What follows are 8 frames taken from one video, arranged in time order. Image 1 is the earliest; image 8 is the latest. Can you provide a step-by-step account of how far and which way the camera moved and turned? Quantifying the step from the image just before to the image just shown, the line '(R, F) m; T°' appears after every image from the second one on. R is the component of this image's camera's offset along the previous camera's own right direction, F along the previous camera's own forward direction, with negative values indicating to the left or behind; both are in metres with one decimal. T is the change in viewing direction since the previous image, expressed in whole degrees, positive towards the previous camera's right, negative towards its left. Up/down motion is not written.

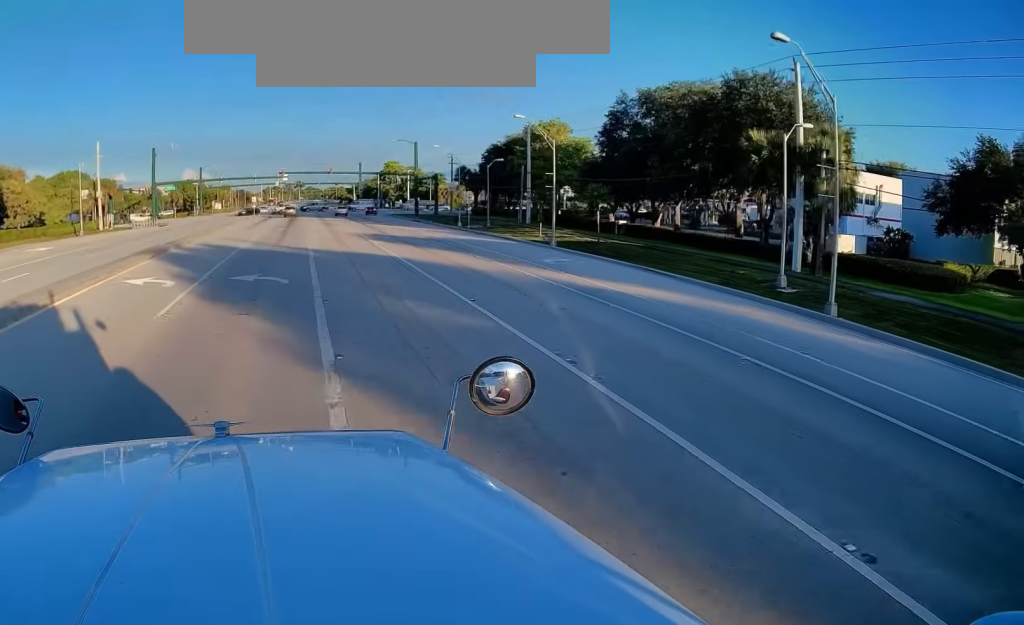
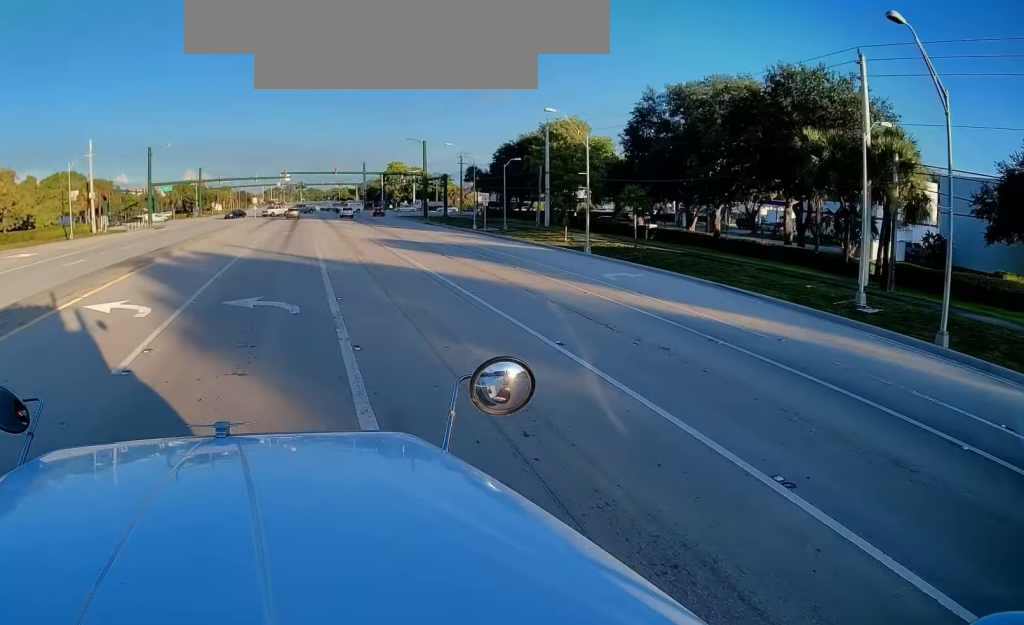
(0.0, +5.3) m; 0°
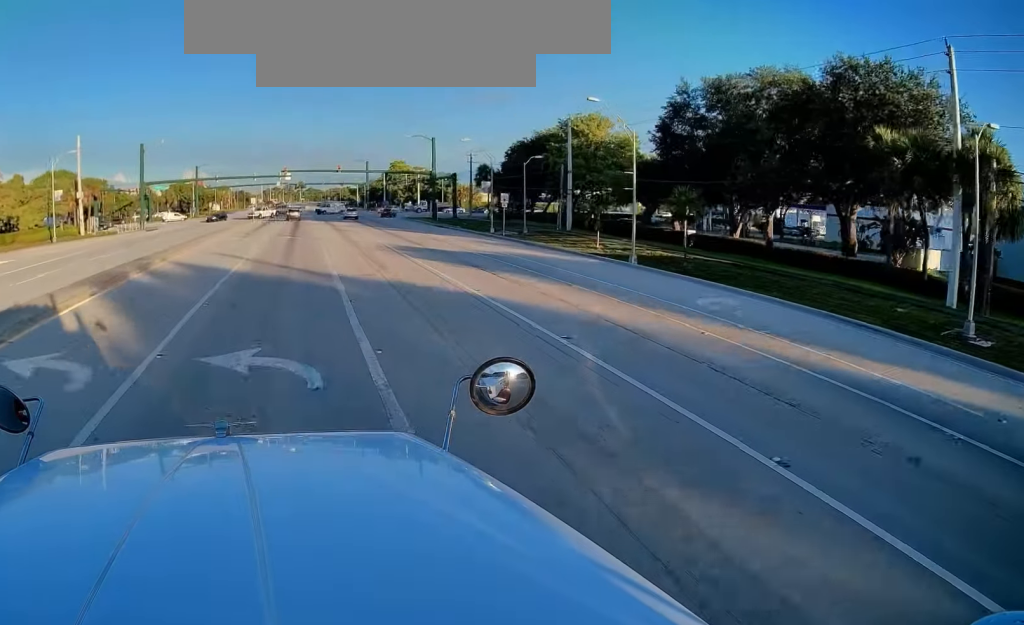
(0.0, +6.0) m; 0°
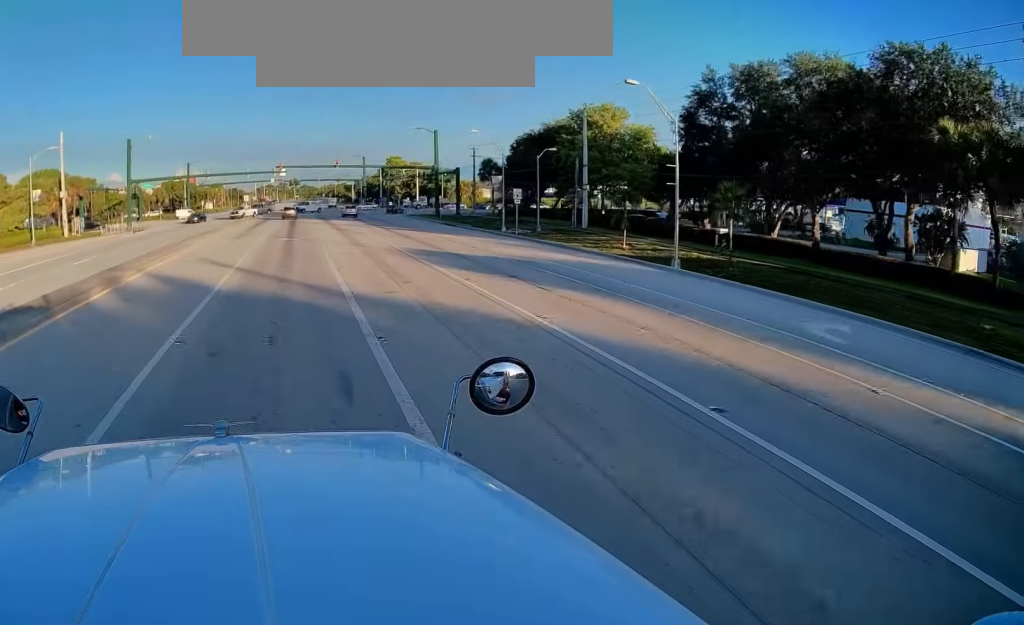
(0.0, +5.2) m; 0°
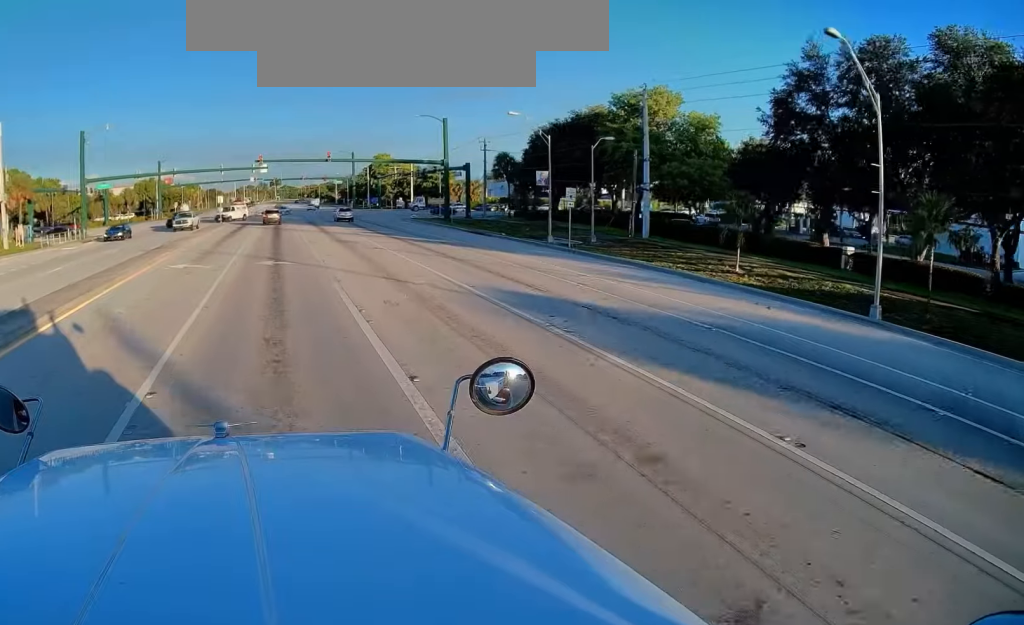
(+0.4, +14.5) m; +3°
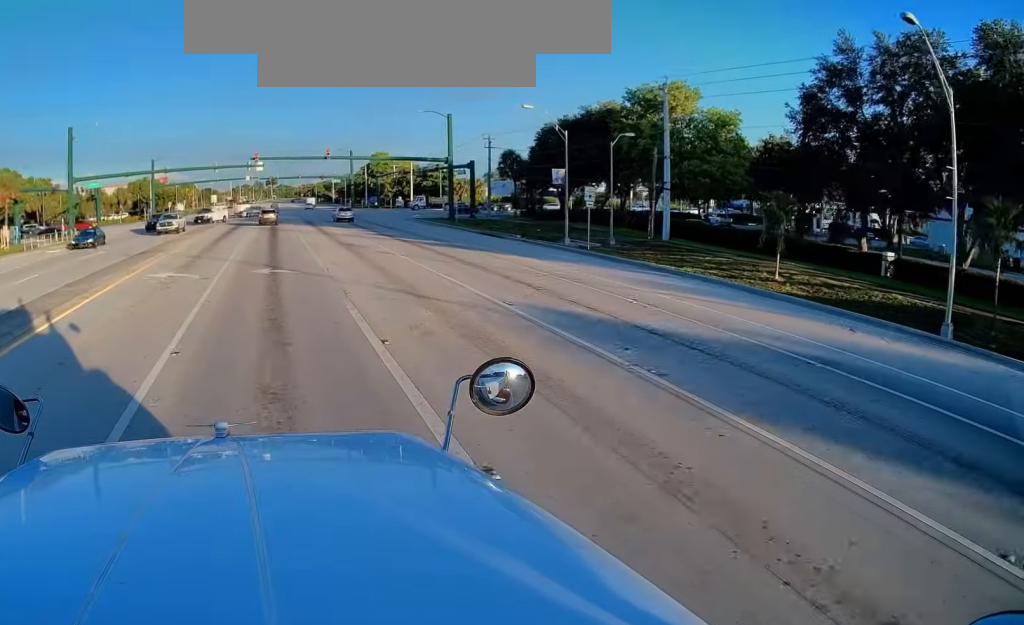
(+0.1, +3.4) m; +1°
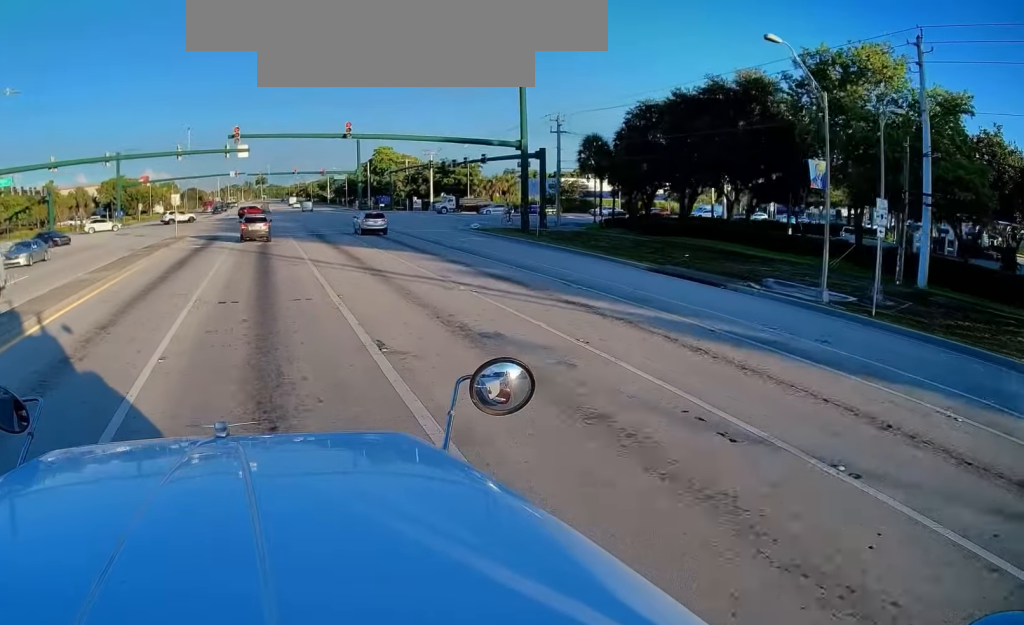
(+0.3, +23.4) m; +2°
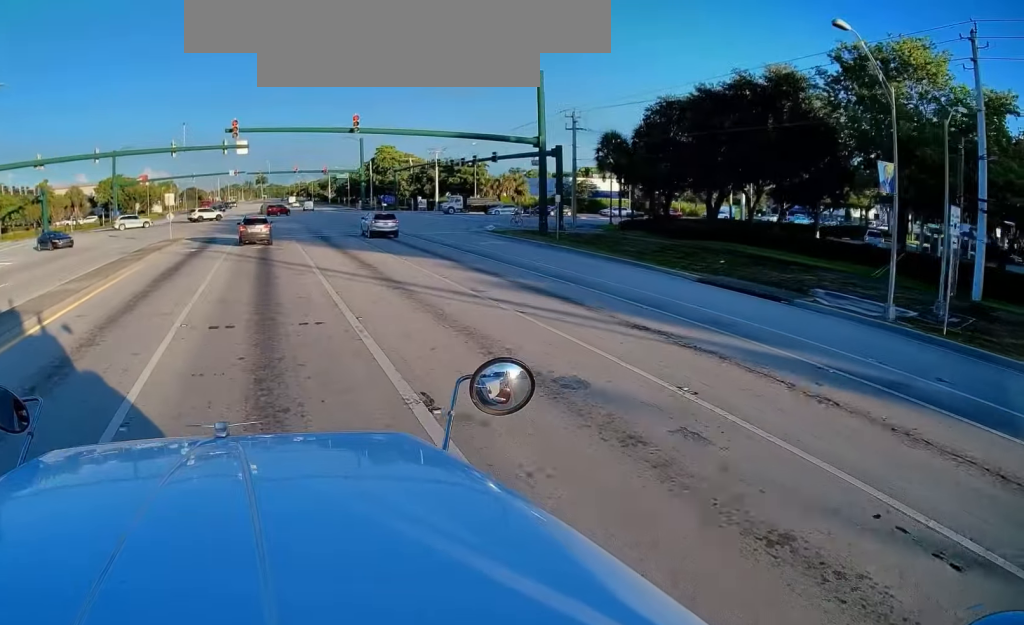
(0.0, +3.1) m; -1°
